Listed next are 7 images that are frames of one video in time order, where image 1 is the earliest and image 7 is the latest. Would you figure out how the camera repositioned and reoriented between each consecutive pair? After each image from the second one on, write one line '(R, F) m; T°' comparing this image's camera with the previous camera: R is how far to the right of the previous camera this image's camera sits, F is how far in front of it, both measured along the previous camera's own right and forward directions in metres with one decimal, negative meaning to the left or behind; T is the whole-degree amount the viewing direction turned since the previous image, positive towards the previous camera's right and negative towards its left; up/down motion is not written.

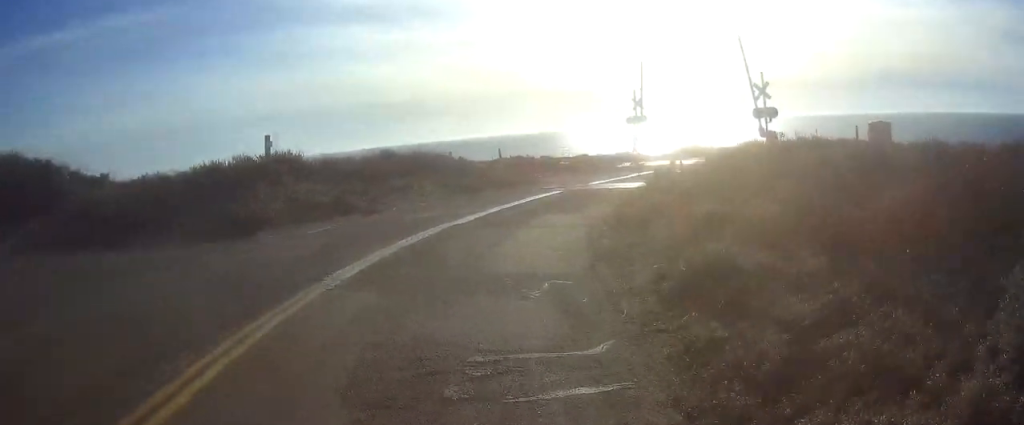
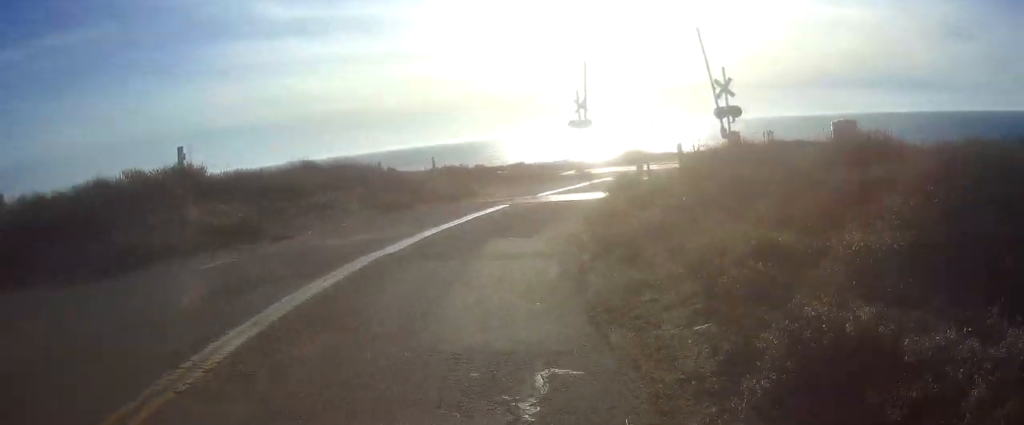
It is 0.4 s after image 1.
(+0.2, +3.7) m; +5°
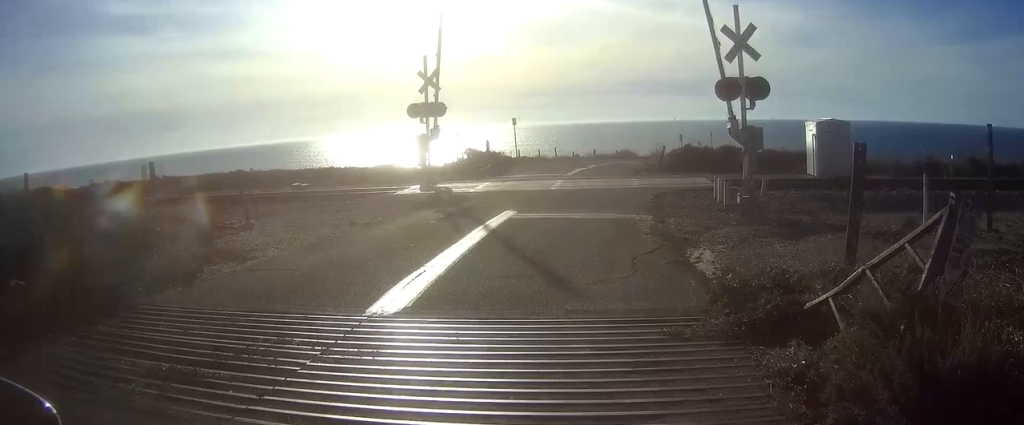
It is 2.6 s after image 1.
(+3.7, +17.6) m; +21°
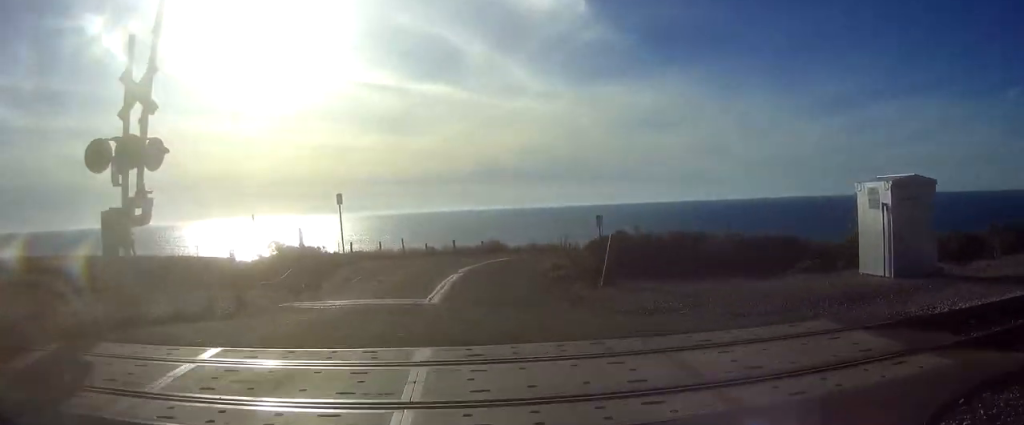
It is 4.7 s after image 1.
(+1.5, +18.4) m; +8°
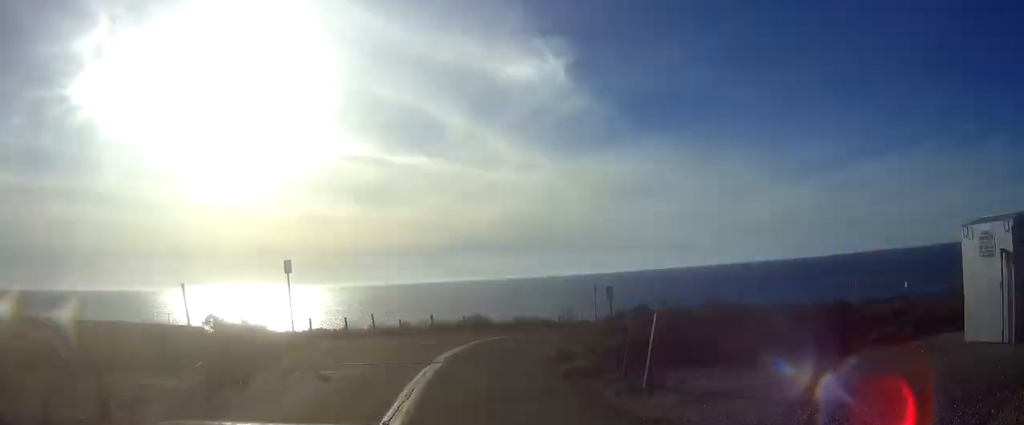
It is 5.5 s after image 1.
(-0.1, +6.2) m; 0°
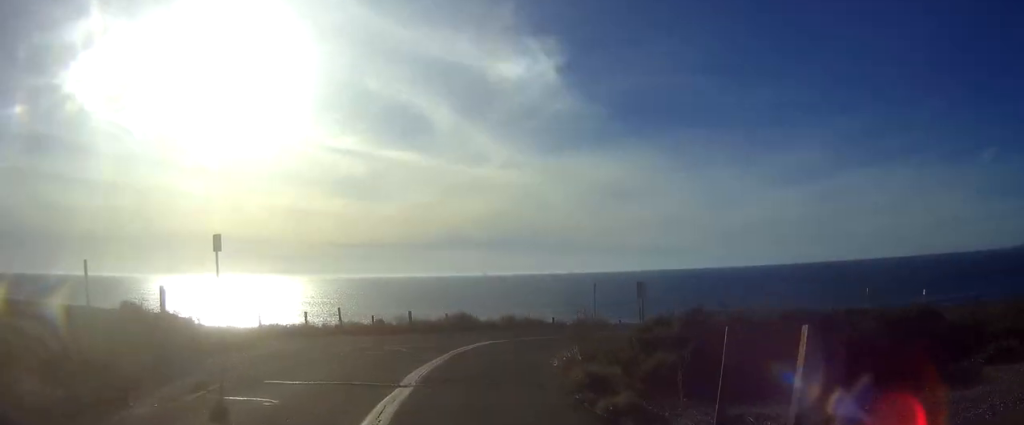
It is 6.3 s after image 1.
(+0.1, +6.2) m; -1°
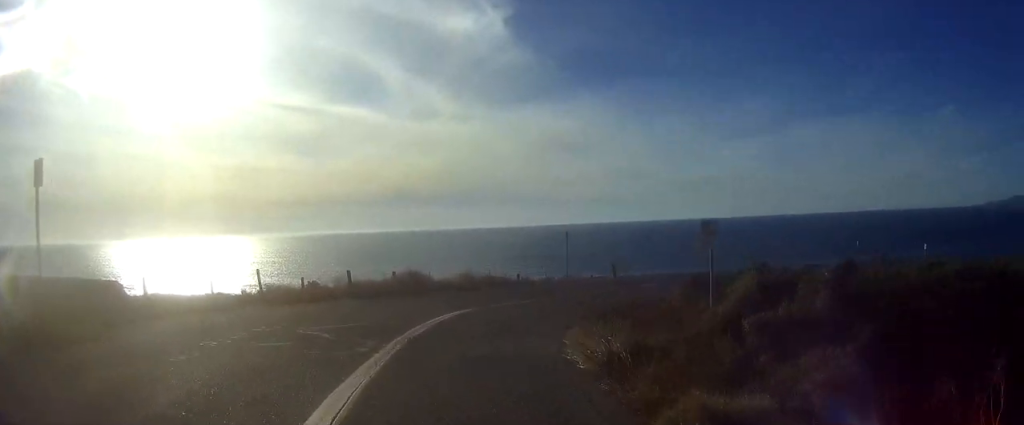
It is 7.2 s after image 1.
(-0.1, +7.5) m; 0°
